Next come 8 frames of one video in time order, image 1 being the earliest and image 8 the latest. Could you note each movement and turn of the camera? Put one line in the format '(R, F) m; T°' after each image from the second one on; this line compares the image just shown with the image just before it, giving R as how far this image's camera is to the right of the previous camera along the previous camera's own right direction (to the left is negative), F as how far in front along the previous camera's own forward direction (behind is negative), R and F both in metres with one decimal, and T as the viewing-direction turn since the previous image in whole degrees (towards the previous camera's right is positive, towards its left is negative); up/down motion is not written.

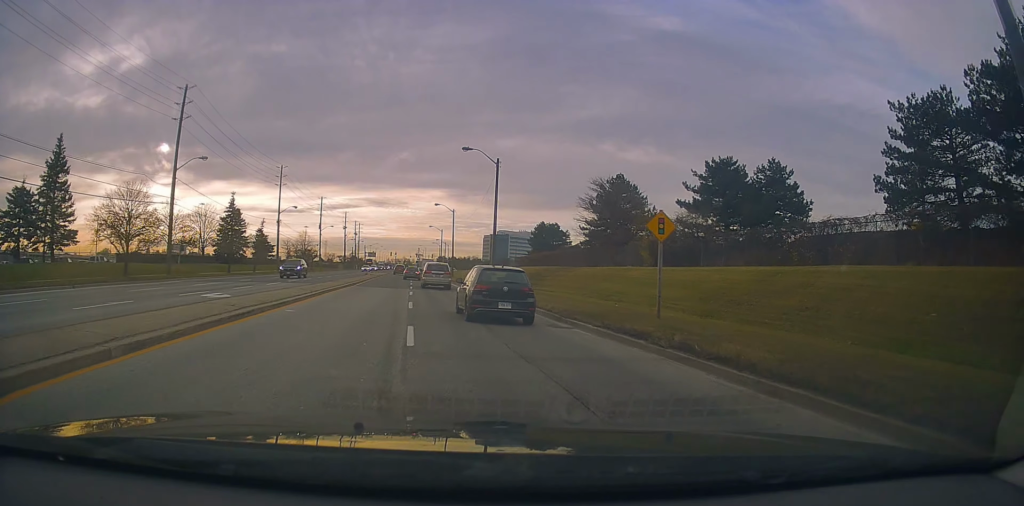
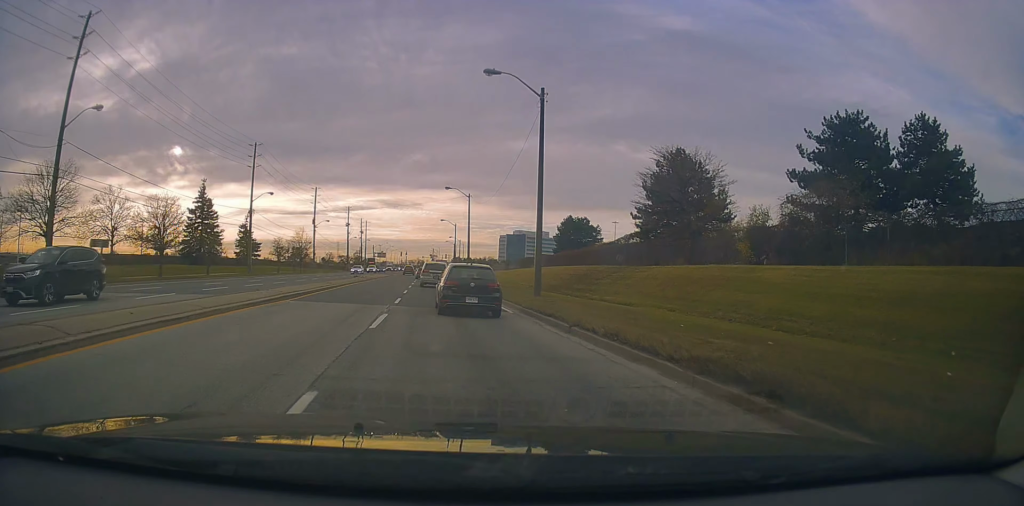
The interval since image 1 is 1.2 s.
(+0.1, +16.8) m; -1°
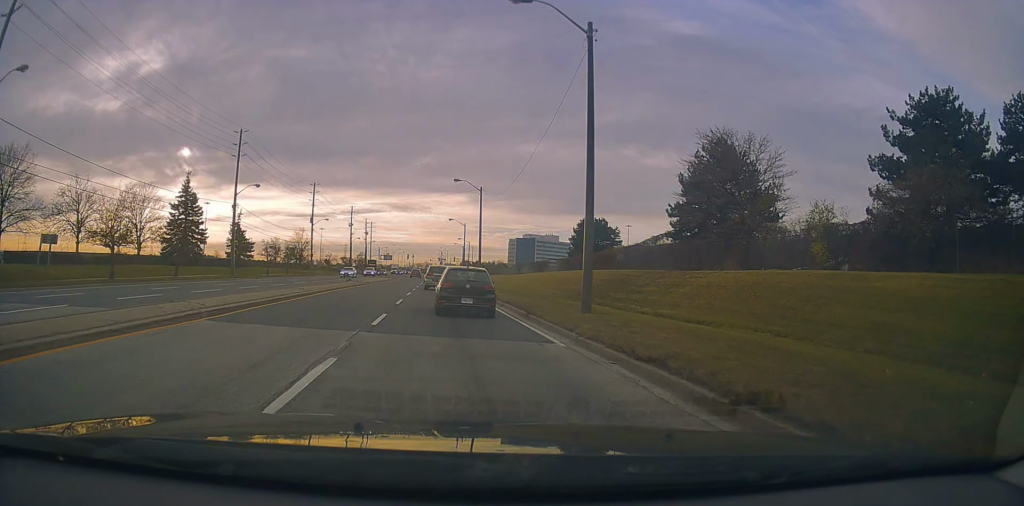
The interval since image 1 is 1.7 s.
(0.0, +7.2) m; -1°
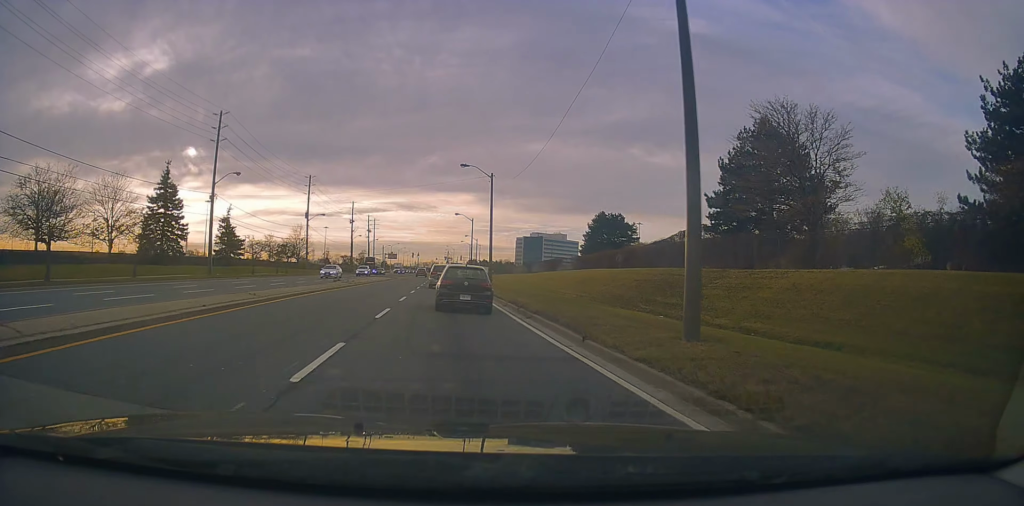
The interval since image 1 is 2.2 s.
(-0.1, +6.8) m; 0°
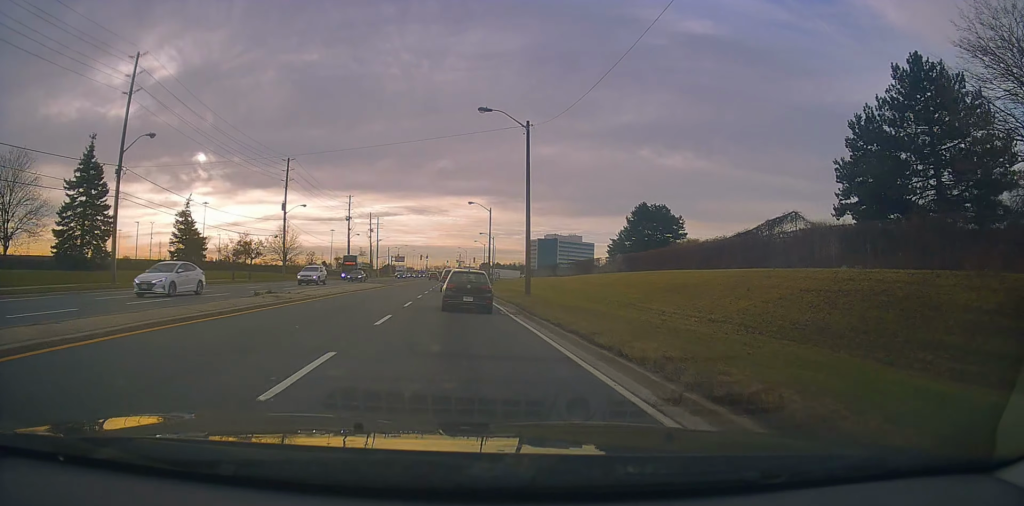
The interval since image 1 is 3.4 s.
(+0.1, +17.0) m; 0°
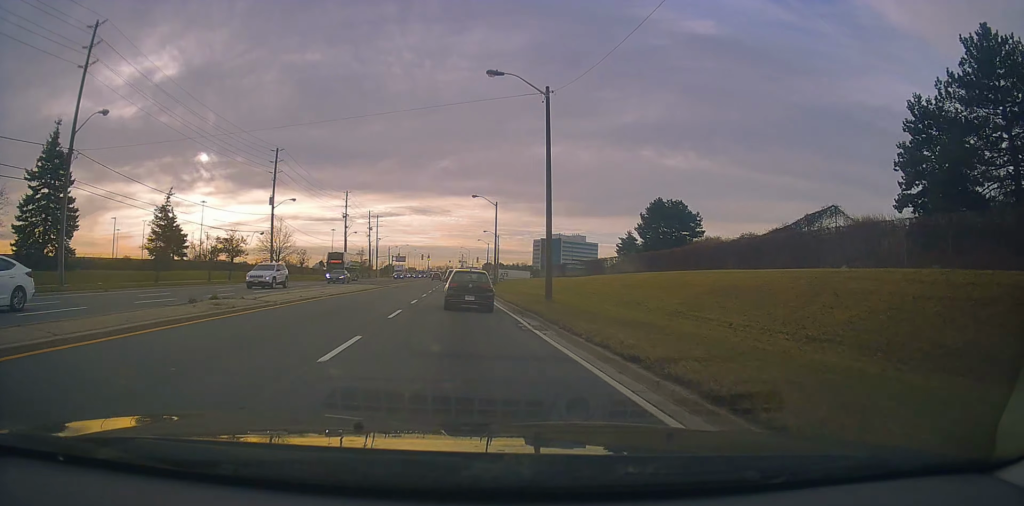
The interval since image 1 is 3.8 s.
(-0.1, +5.6) m; -1°
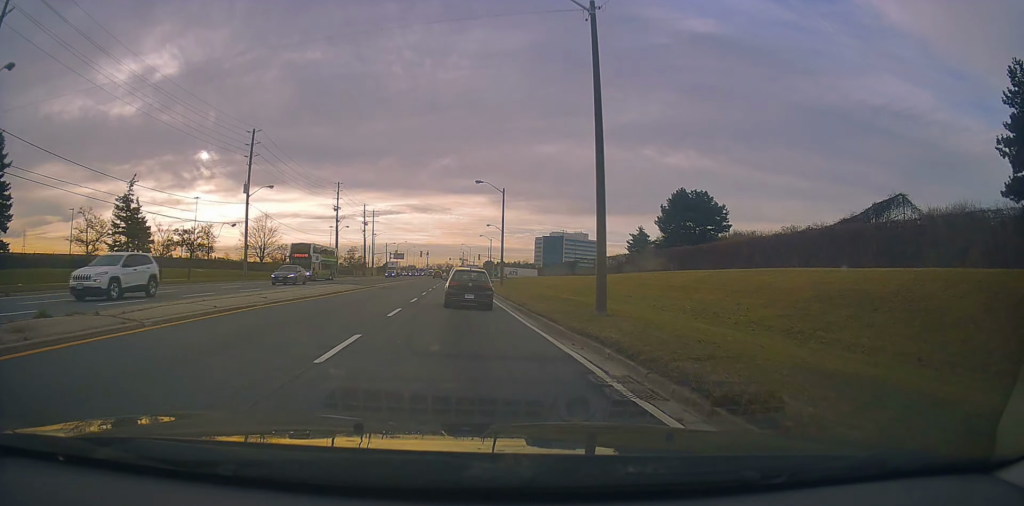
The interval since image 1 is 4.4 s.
(0.0, +7.8) m; -2°
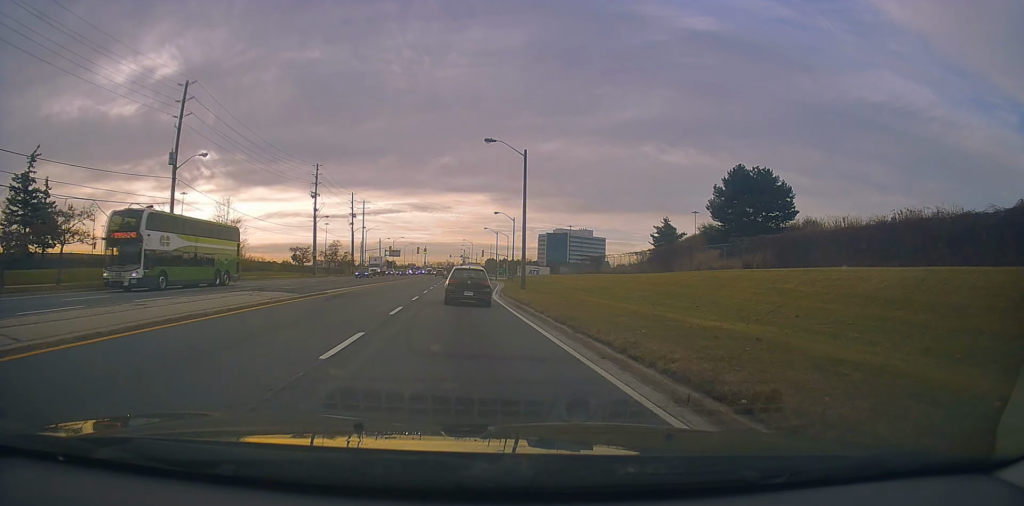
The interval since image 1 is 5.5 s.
(-0.5, +15.3) m; +1°
